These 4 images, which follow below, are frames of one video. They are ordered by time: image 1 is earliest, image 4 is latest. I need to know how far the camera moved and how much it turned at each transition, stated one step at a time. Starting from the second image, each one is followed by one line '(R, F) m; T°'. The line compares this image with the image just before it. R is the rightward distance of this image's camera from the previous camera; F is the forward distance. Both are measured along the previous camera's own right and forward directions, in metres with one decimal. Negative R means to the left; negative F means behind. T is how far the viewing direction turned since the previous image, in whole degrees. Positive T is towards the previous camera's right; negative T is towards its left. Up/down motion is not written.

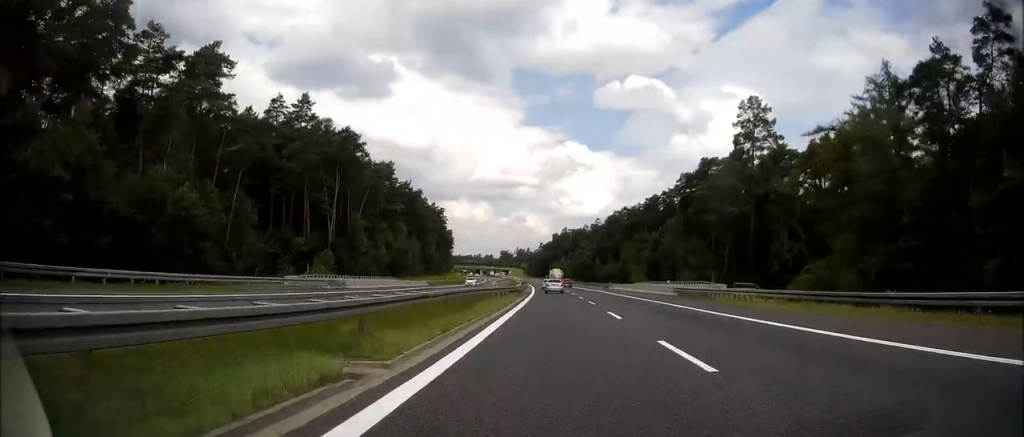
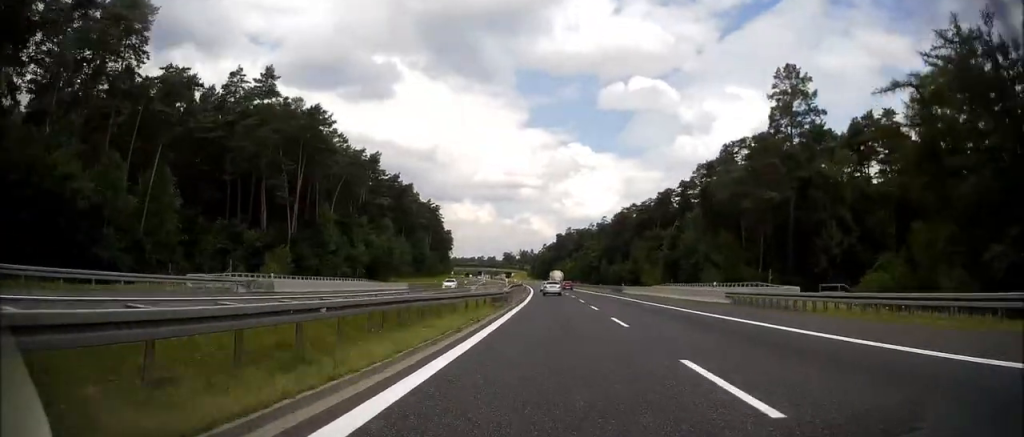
(-0.1, +14.9) m; 0°
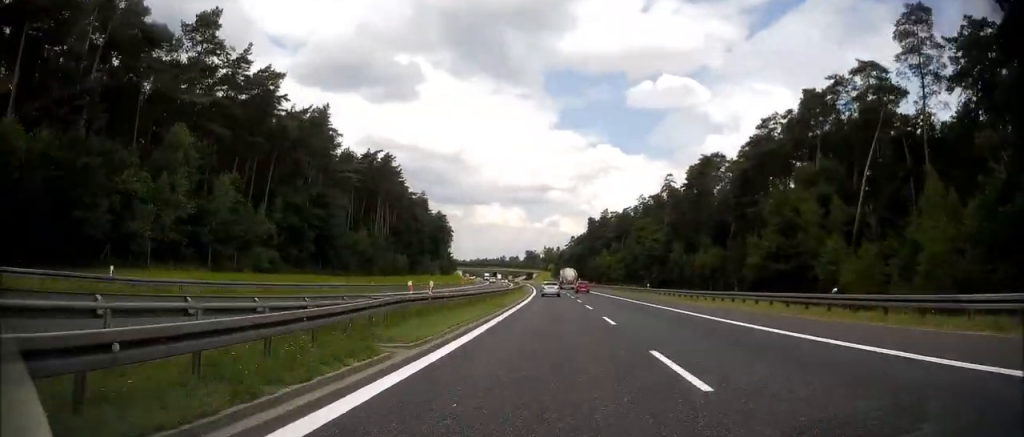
(-1.8, +81.9) m; -3°
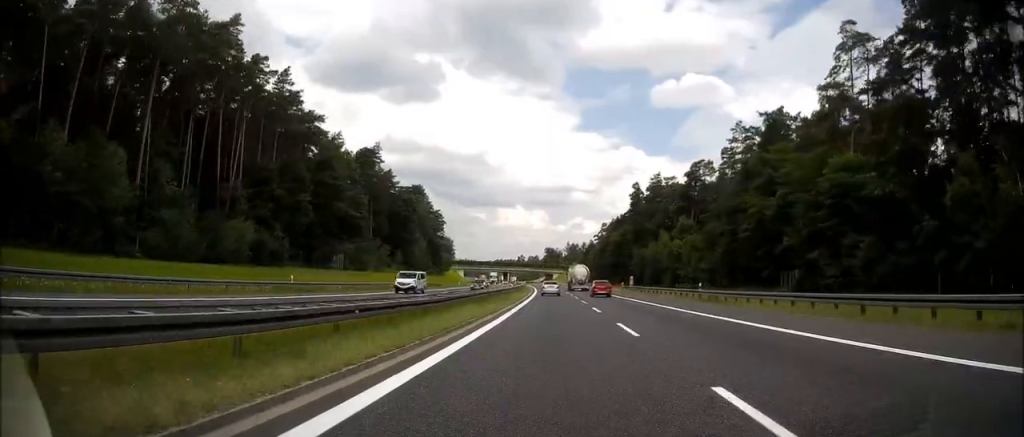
(-1.4, +76.5) m; -2°
